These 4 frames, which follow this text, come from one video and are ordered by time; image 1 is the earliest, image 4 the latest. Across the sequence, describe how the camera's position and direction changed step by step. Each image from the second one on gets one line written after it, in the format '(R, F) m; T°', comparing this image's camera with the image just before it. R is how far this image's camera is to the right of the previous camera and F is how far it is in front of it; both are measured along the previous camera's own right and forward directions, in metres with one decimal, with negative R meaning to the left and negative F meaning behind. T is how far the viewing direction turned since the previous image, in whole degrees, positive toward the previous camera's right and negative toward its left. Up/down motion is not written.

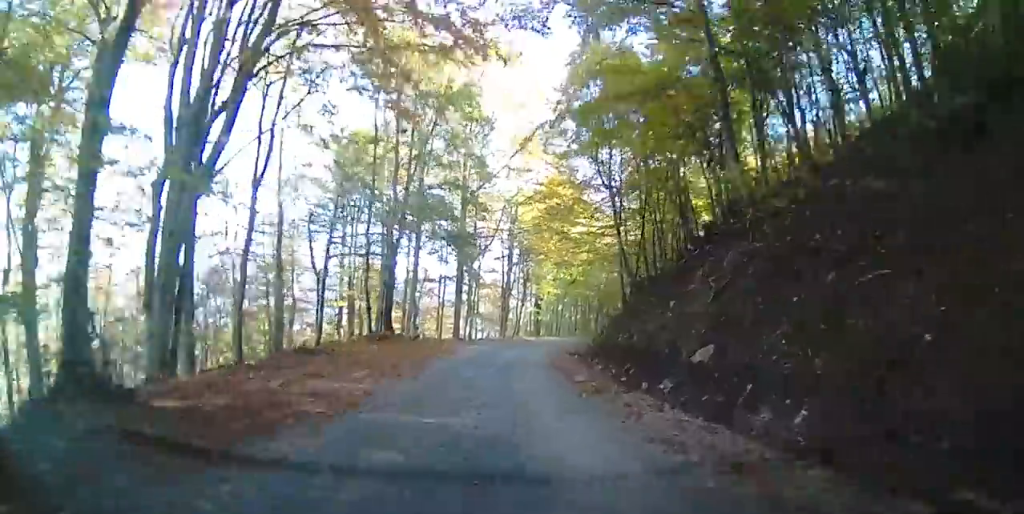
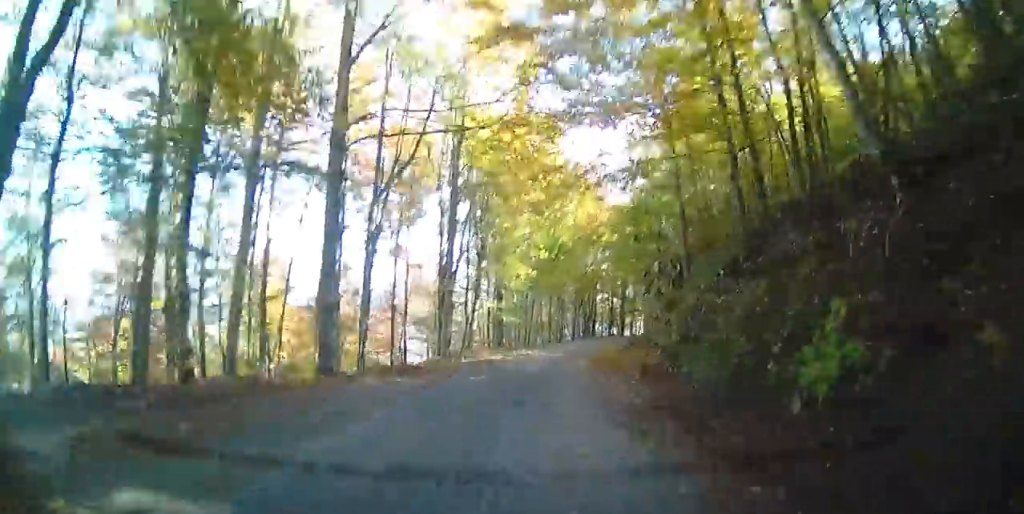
(+1.2, +21.3) m; +8°
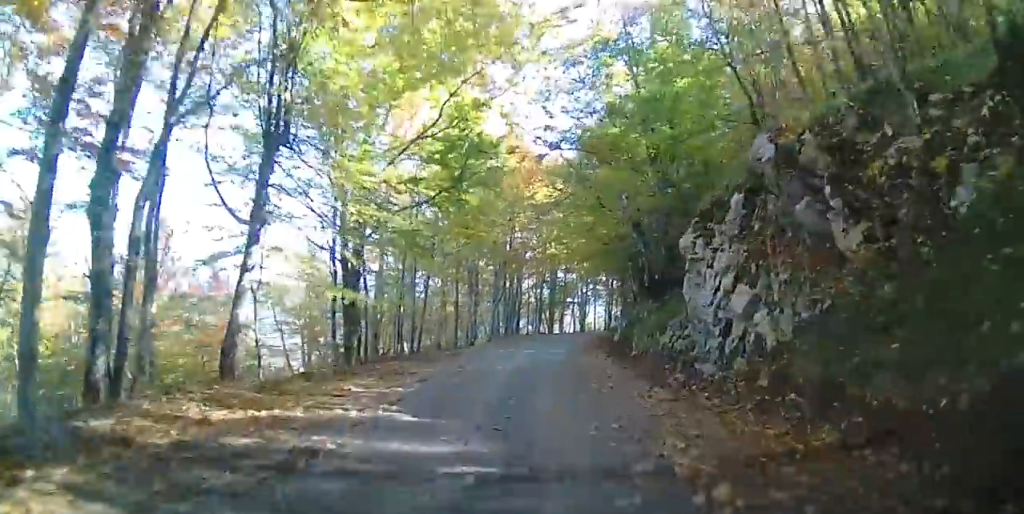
(+0.1, +20.9) m; +2°
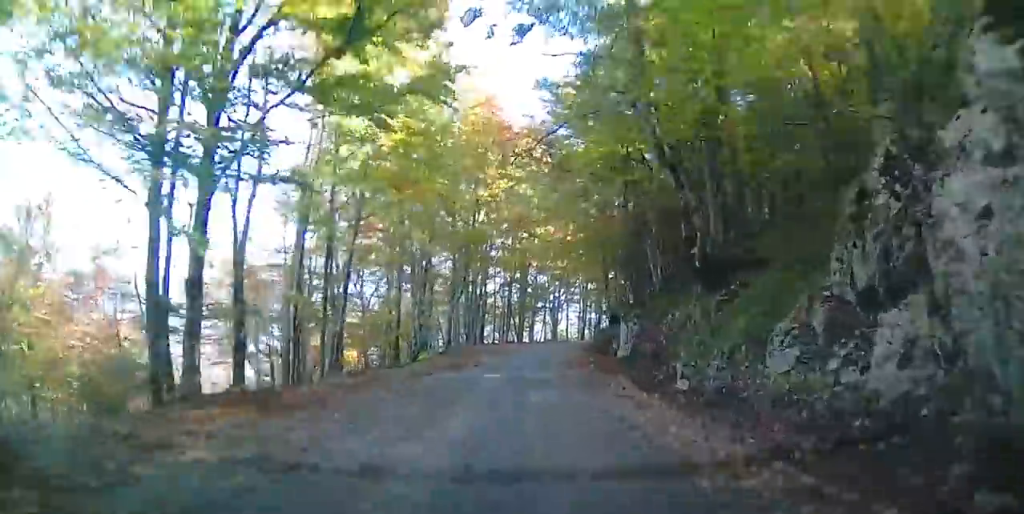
(+0.3, +9.9) m; +5°
